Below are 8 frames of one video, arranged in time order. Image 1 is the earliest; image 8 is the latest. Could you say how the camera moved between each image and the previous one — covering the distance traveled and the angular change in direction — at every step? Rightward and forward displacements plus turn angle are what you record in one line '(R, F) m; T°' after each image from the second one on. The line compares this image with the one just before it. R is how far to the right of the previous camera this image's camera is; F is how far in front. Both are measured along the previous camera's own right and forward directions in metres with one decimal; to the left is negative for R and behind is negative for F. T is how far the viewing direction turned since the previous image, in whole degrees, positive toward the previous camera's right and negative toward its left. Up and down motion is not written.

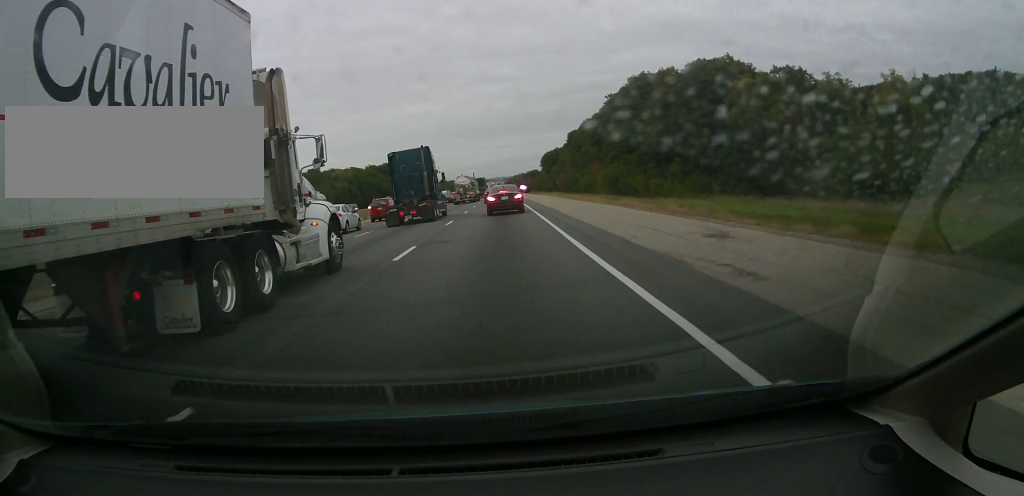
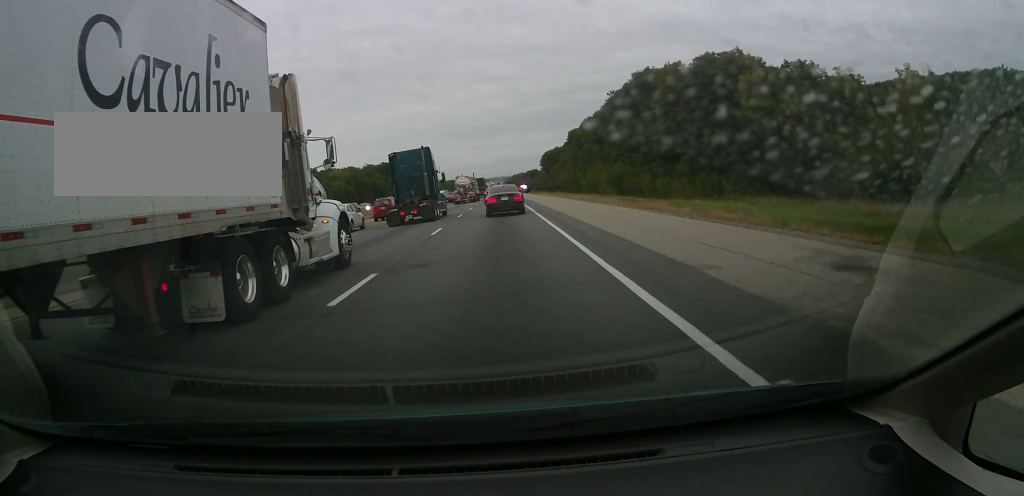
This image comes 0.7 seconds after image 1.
(0.0, +5.3) m; +1°
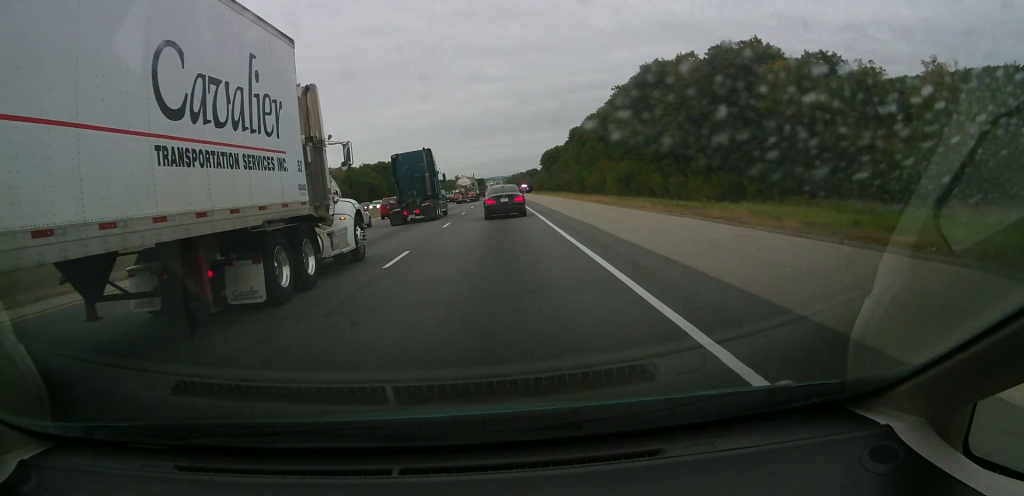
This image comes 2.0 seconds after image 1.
(+0.3, +8.5) m; +4°
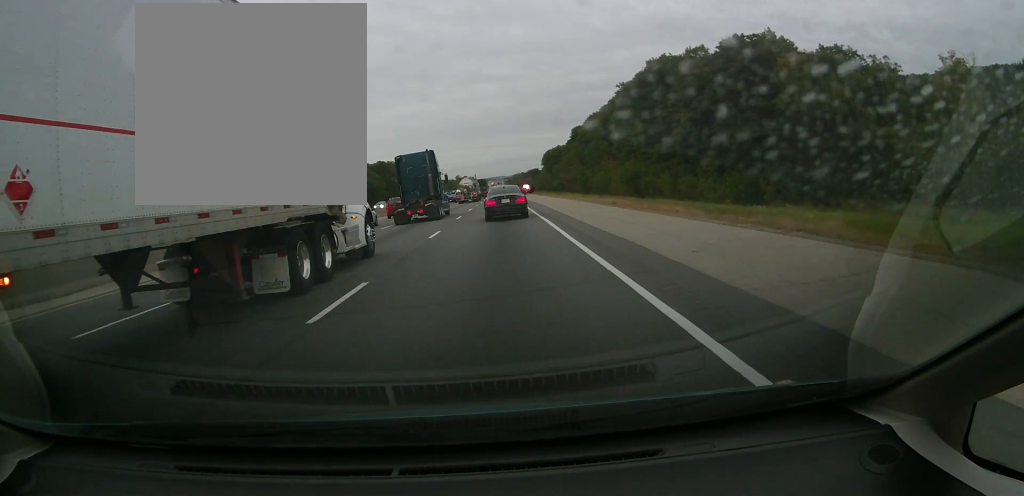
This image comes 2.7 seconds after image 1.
(+0.2, +5.2) m; +2°
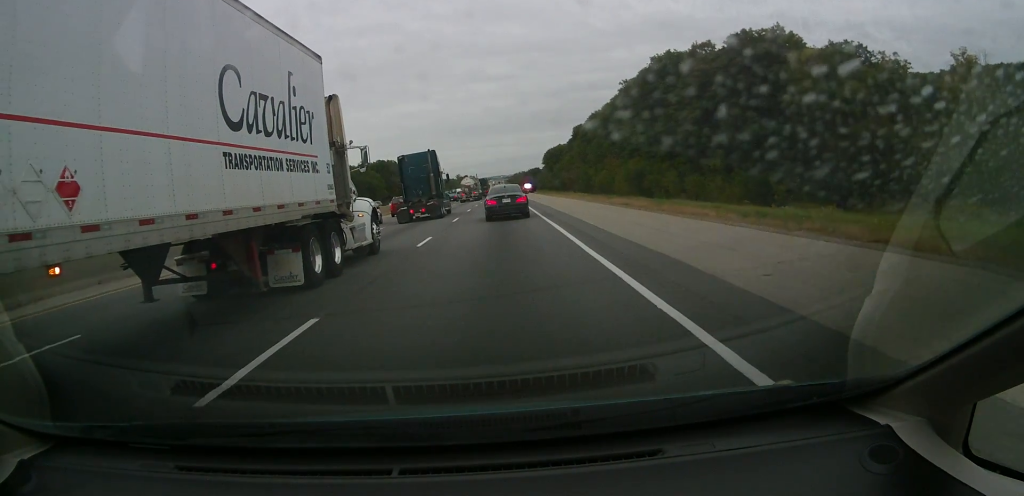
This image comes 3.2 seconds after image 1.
(0.0, +3.2) m; 0°
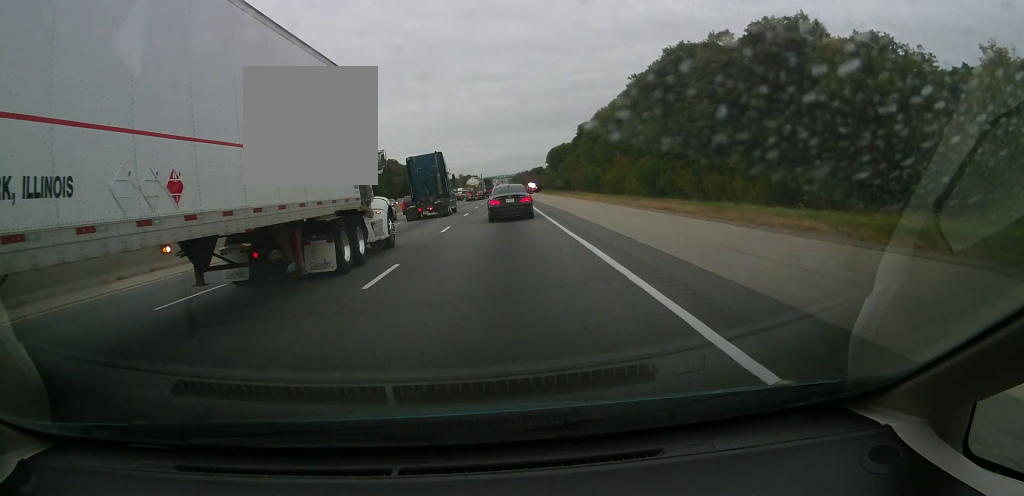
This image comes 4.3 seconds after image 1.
(0.0, +7.6) m; 0°
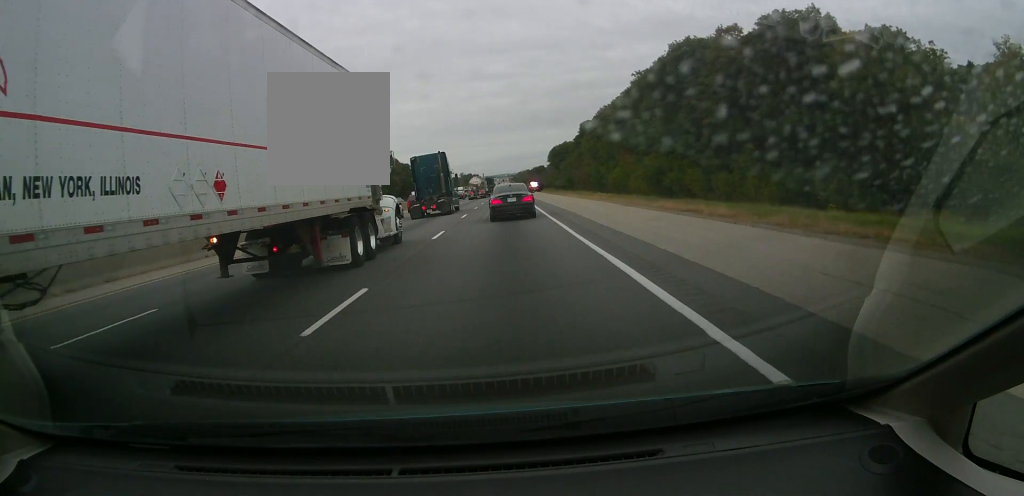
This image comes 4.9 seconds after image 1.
(0.0, +3.4) m; 0°
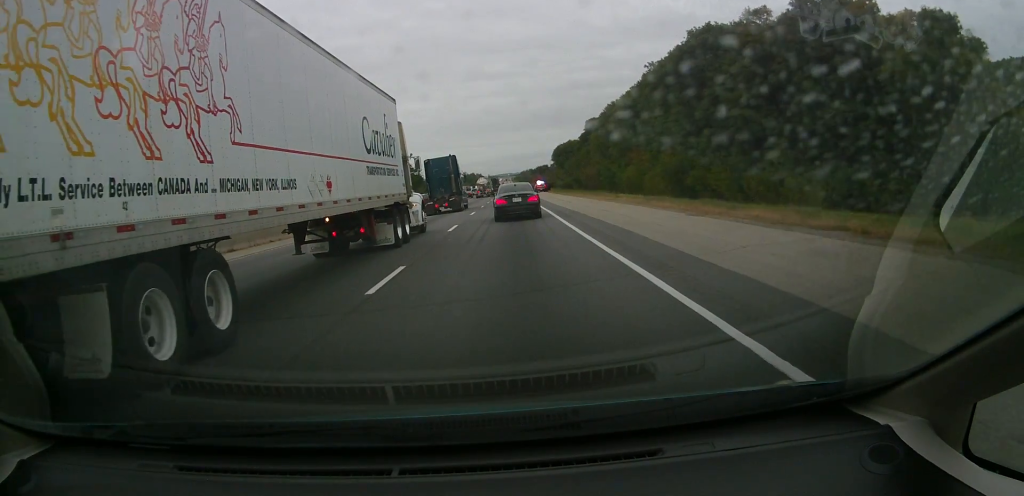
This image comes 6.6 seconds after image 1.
(0.0, +10.5) m; -1°
